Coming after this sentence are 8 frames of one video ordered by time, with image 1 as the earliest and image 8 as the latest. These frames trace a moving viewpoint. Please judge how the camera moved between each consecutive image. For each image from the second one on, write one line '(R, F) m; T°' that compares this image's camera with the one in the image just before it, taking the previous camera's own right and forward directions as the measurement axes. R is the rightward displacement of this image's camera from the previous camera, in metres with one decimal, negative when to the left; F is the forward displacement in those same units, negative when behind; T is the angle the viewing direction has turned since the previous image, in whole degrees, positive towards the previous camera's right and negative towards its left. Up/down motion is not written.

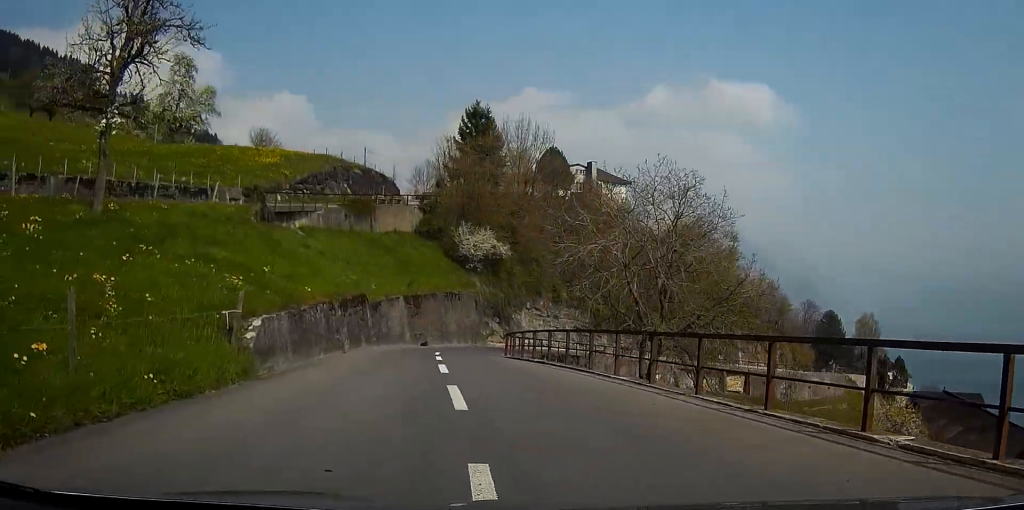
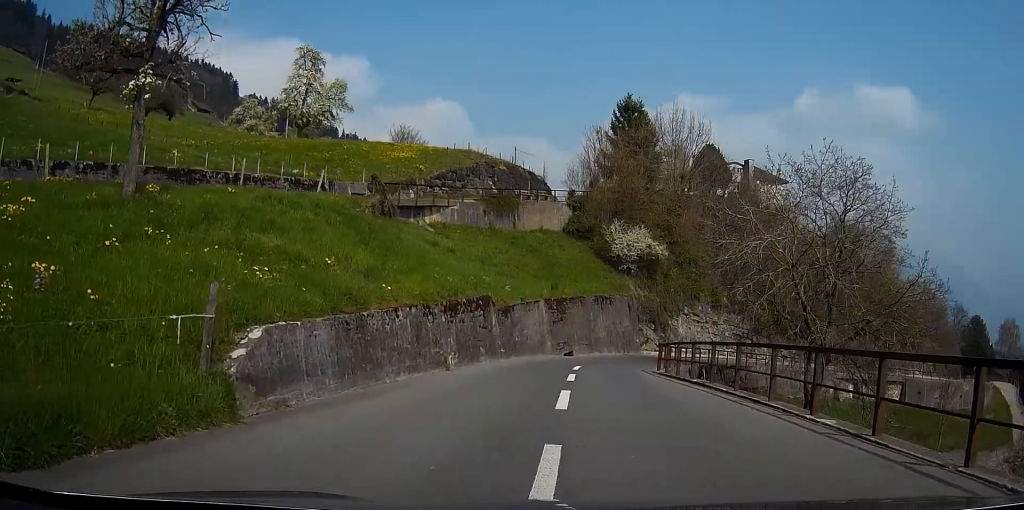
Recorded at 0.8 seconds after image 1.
(-0.9, +4.6) m; -17°
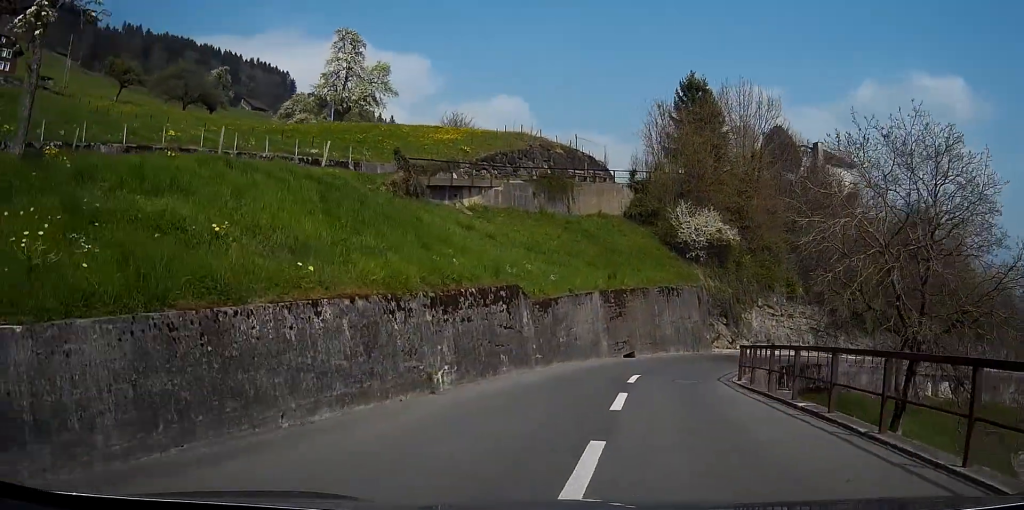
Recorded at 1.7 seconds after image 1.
(-0.7, +5.4) m; -9°
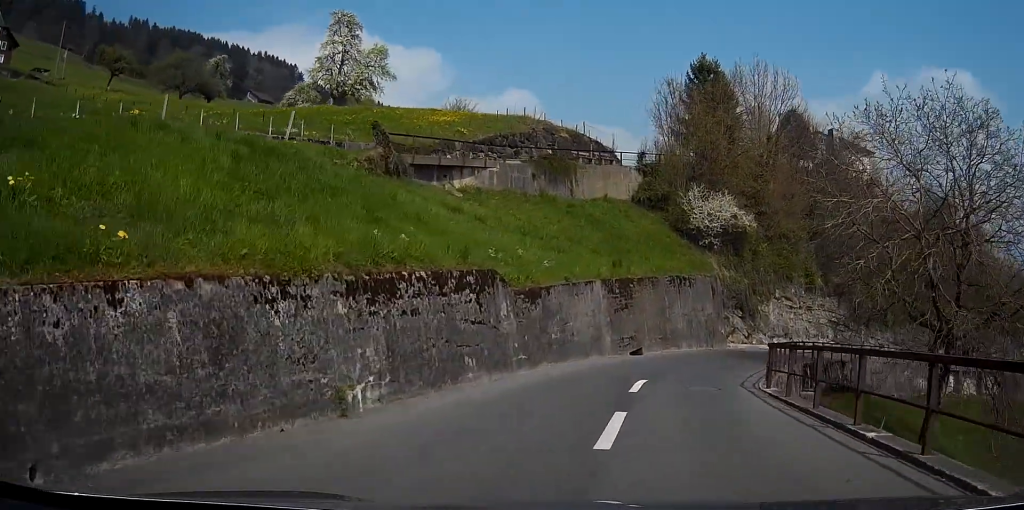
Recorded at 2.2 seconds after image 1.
(-0.2, +3.4) m; -2°
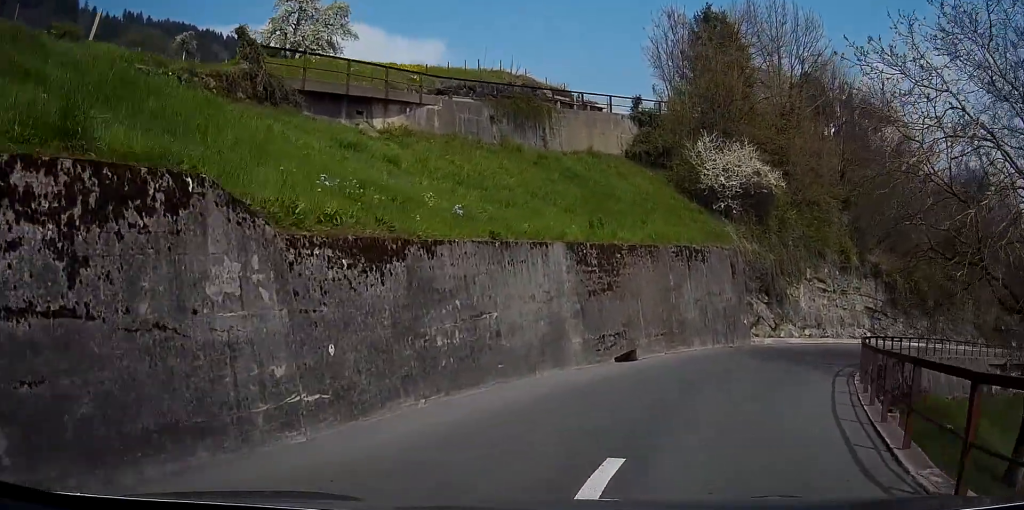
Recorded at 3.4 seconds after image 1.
(-0.1, +9.0) m; +1°
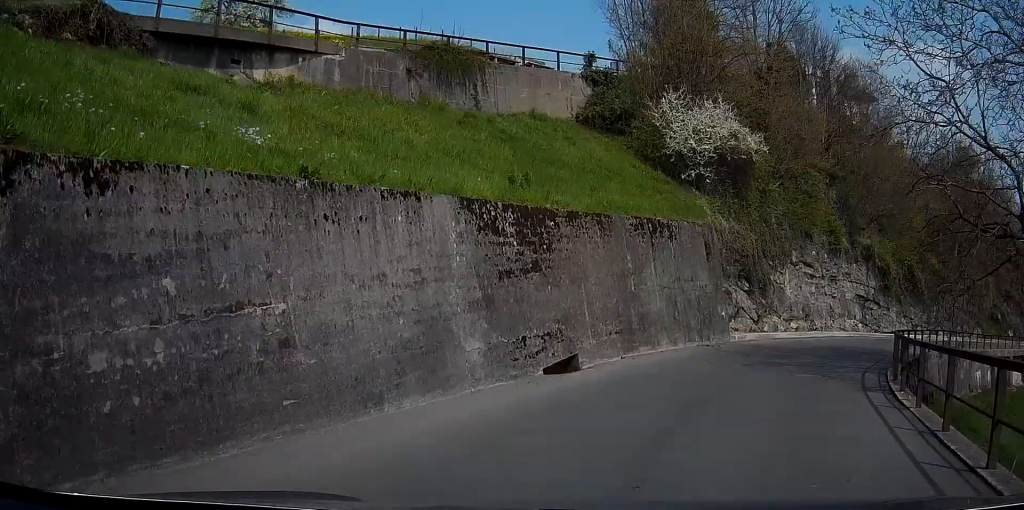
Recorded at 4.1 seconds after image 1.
(+0.1, +5.1) m; +3°
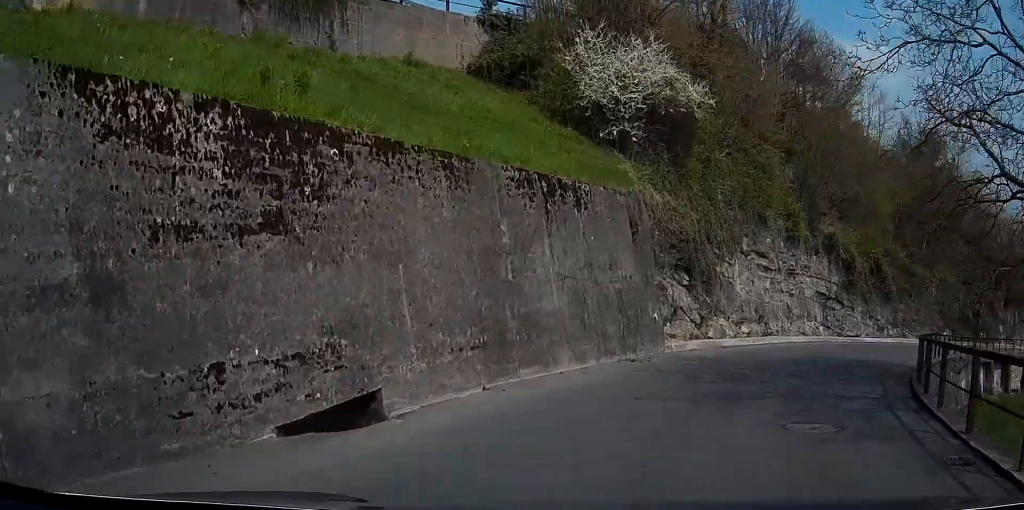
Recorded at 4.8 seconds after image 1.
(+0.2, +6.1) m; +6°
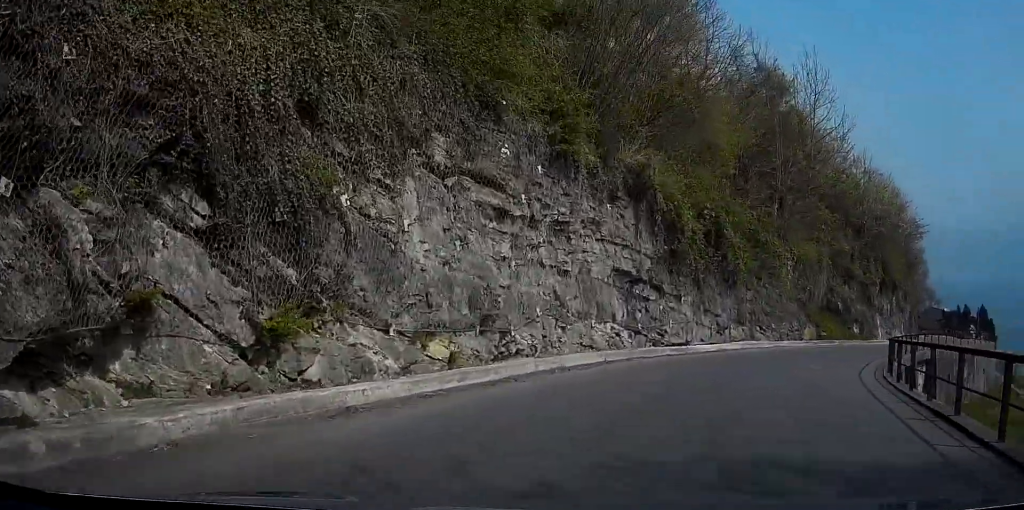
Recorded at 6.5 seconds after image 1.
(+2.5, +15.0) m; +18°
